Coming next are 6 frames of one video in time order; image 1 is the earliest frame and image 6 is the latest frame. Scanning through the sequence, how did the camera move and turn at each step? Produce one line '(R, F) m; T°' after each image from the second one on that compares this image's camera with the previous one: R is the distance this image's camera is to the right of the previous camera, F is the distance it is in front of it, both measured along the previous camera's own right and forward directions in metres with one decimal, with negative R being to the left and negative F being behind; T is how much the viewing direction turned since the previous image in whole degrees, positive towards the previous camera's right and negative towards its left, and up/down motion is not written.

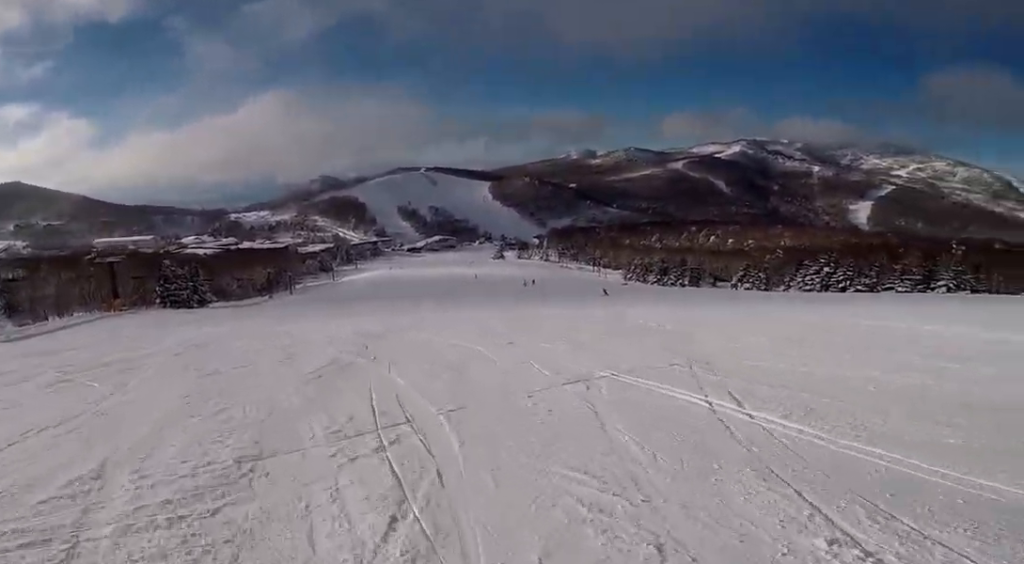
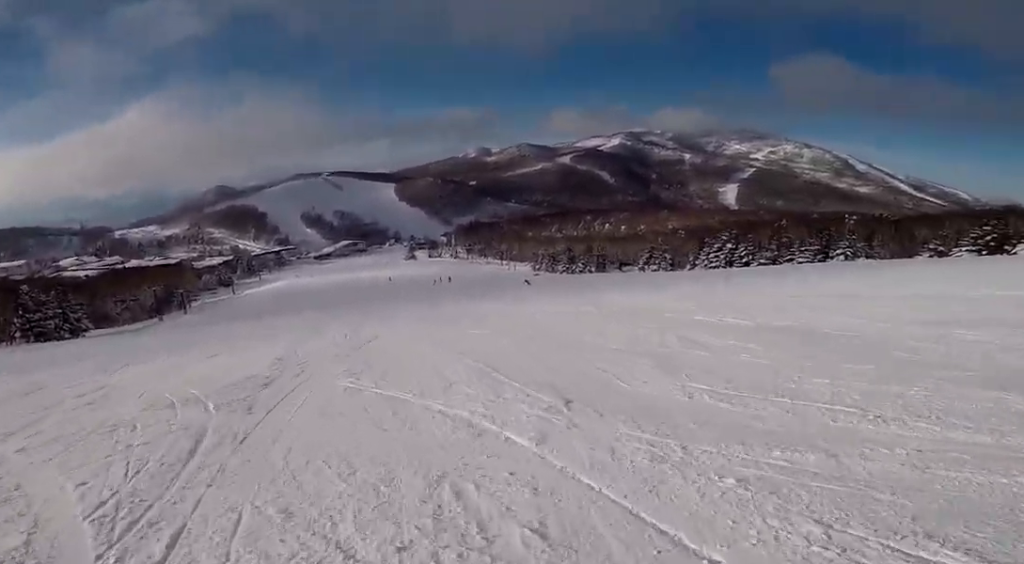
(+0.8, +7.2) m; +7°
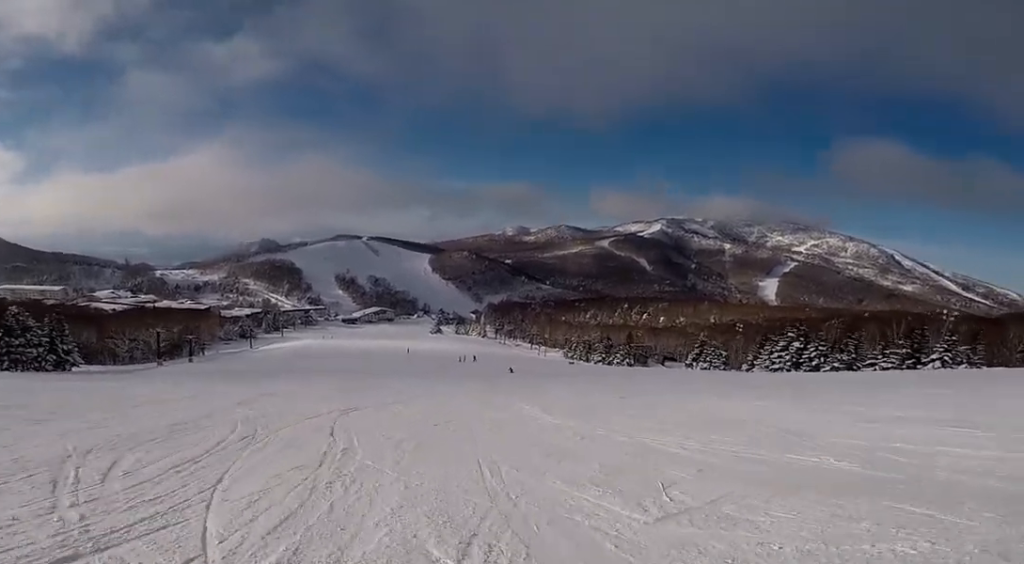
(+0.7, +11.1) m; +1°
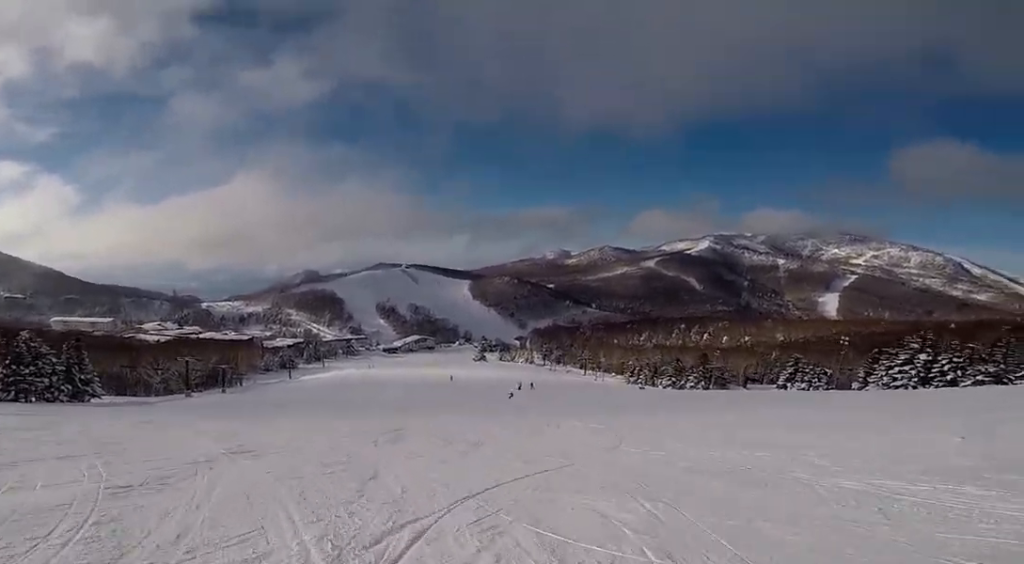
(-0.5, +11.2) m; -1°
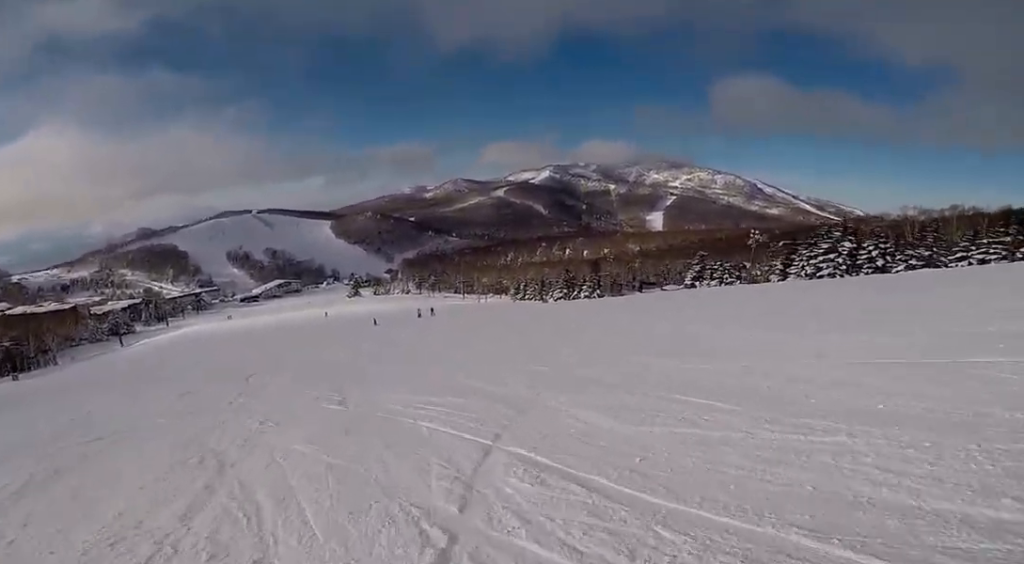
(+1.4, +20.2) m; +5°
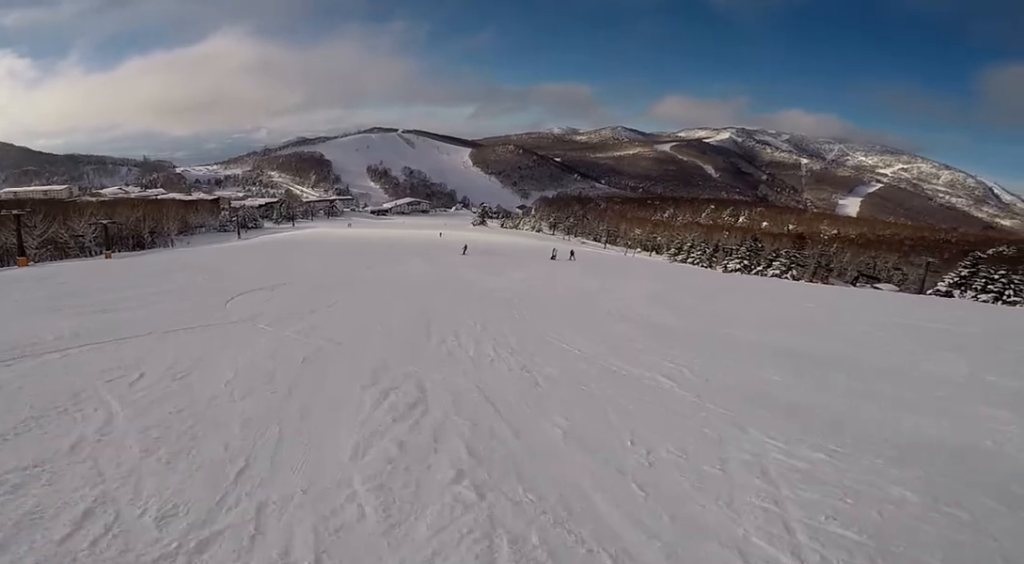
(-0.4, +16.1) m; -8°
